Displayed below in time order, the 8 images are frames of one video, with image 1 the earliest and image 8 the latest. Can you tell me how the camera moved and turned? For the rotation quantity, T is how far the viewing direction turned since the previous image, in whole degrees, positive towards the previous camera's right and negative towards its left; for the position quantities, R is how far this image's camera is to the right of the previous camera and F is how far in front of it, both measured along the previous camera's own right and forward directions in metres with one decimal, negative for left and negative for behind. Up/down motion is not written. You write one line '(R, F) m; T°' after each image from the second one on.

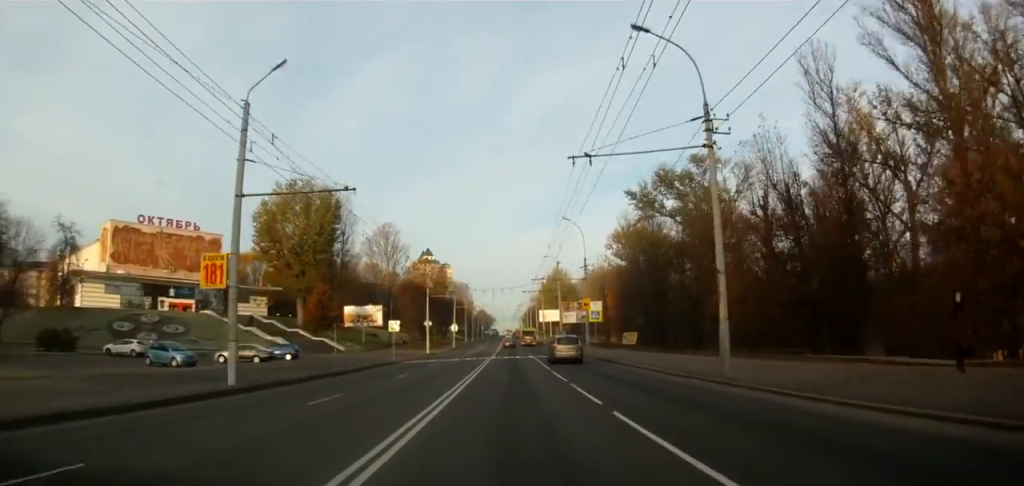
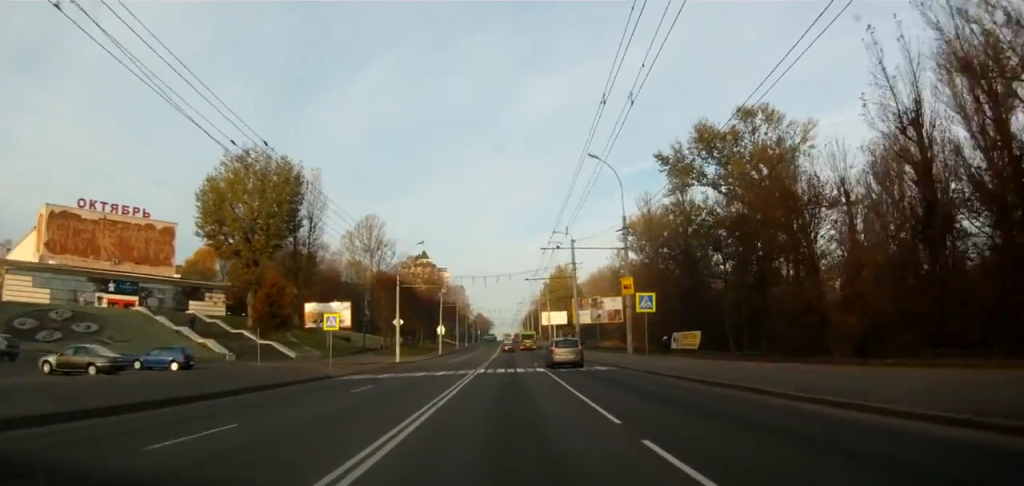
(-0.4, +19.0) m; +4°
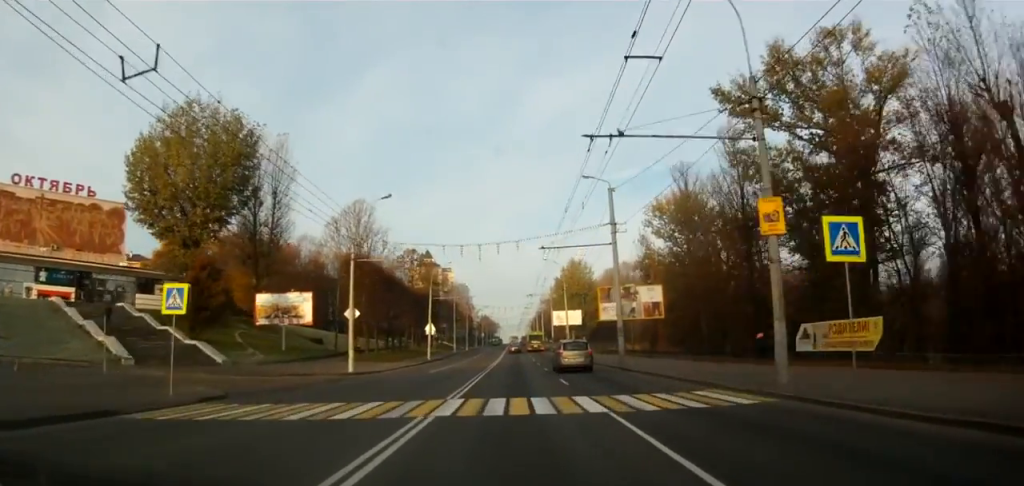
(+1.6, +17.7) m; +4°
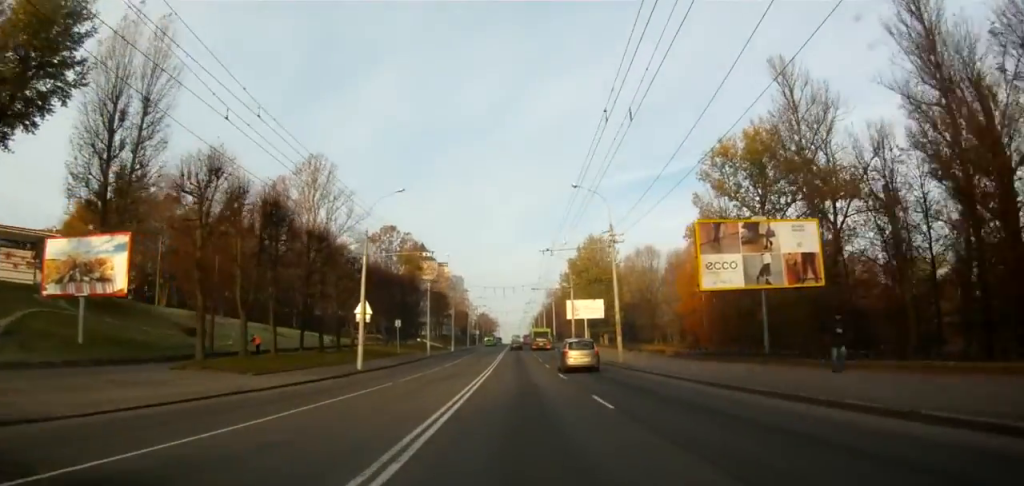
(-2.4, +32.0) m; -4°
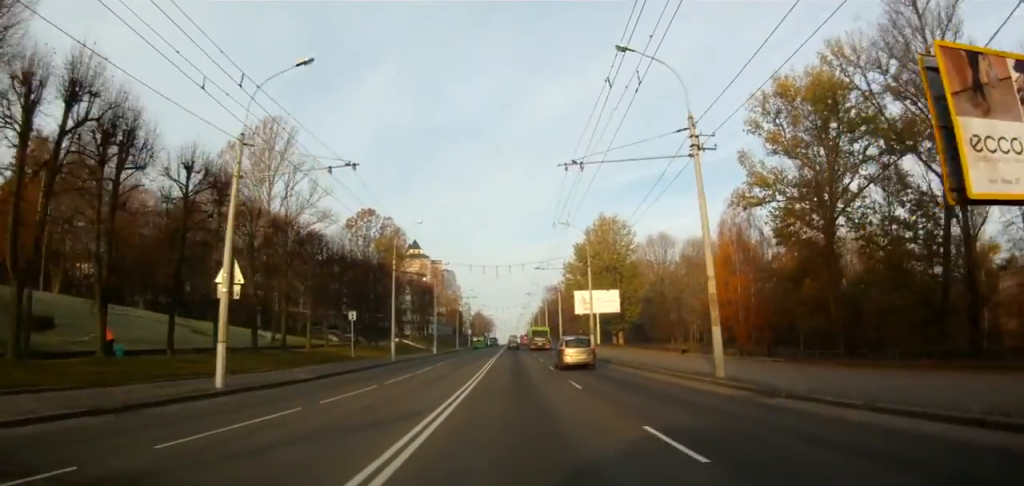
(+0.4, +18.1) m; -3°
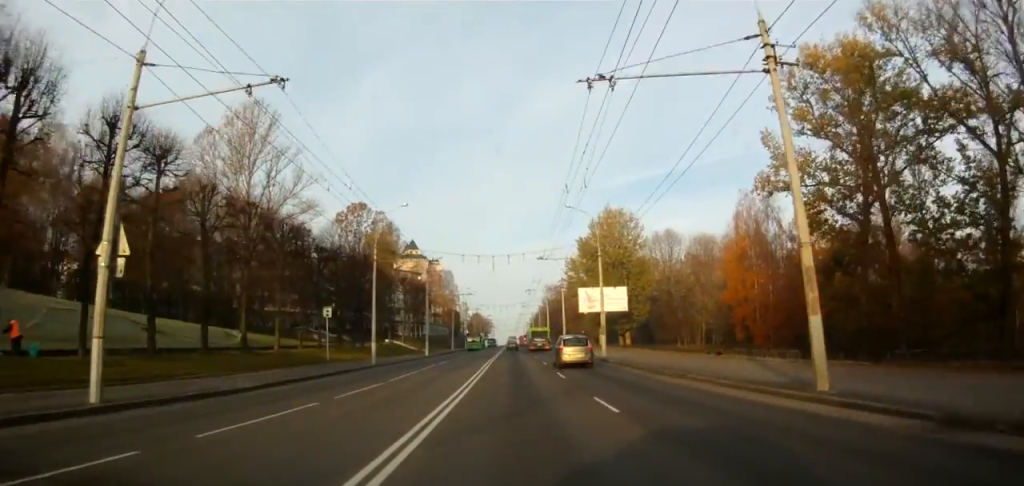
(-0.6, +6.6) m; -1°
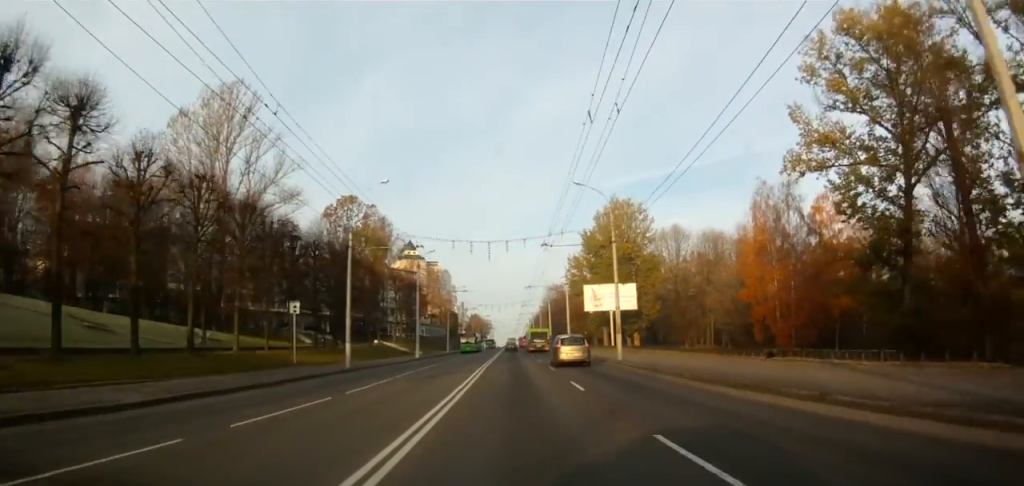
(-0.4, +6.6) m; -1°
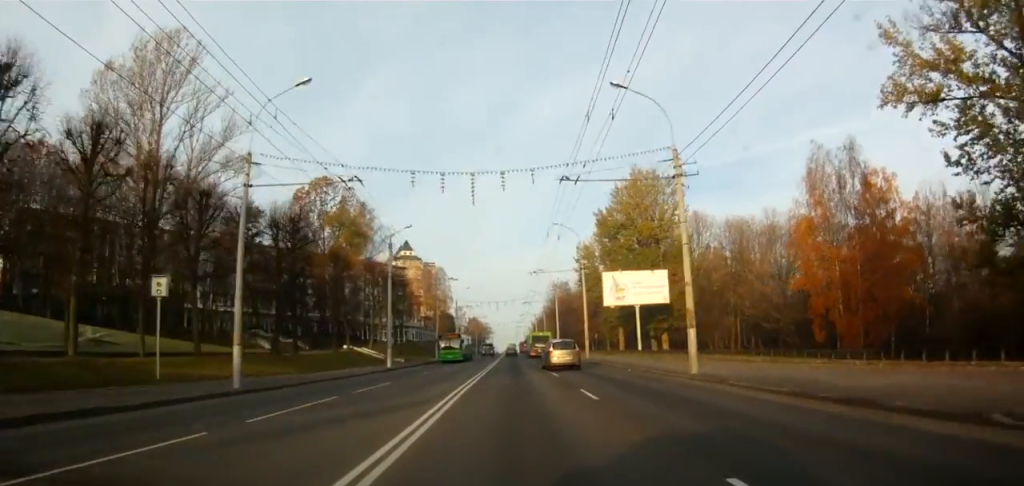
(+0.8, +15.0) m; +2°
